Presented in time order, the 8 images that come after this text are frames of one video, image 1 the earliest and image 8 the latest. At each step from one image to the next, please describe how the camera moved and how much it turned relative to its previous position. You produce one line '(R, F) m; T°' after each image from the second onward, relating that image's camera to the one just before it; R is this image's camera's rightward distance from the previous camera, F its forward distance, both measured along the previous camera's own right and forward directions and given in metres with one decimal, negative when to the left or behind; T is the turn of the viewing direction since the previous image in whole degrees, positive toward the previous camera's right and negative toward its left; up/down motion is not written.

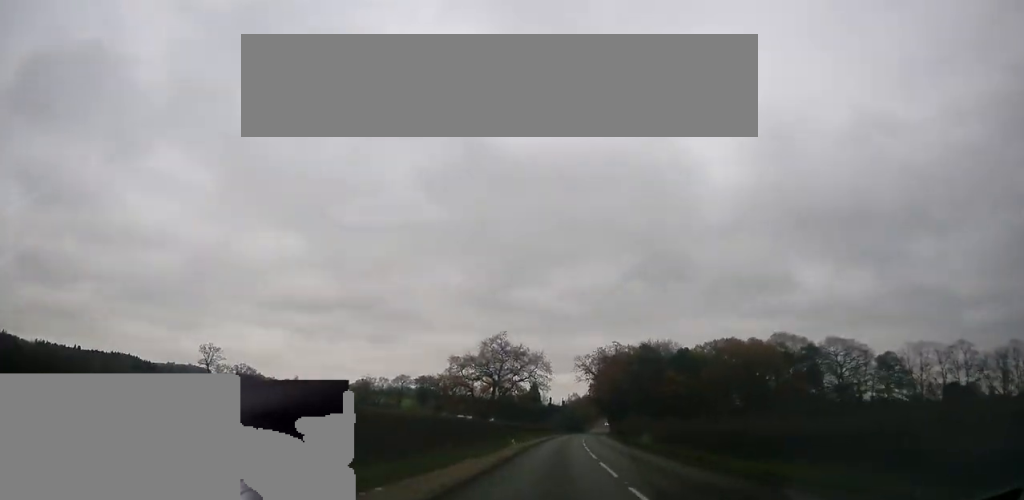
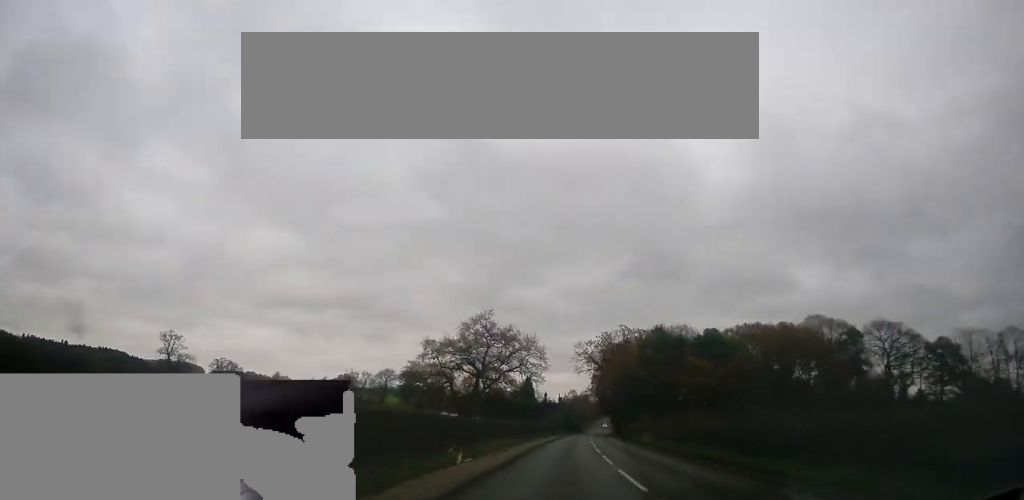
(+0.3, +20.2) m; +1°
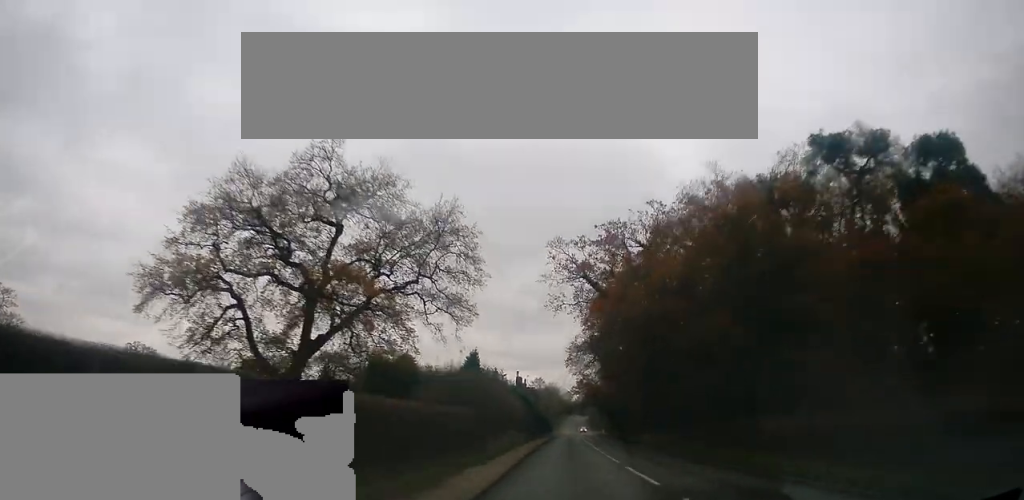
(+1.1, +58.7) m; +2°
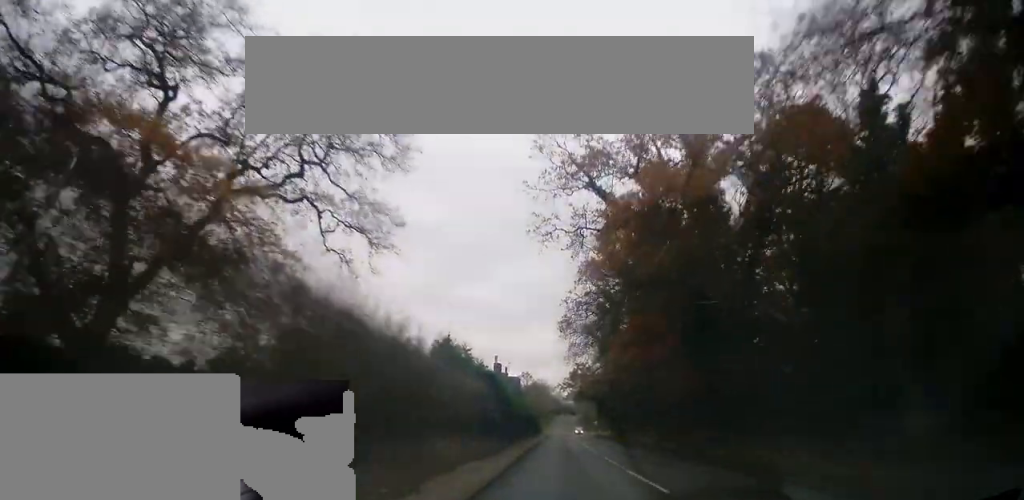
(+0.2, +19.6) m; +1°
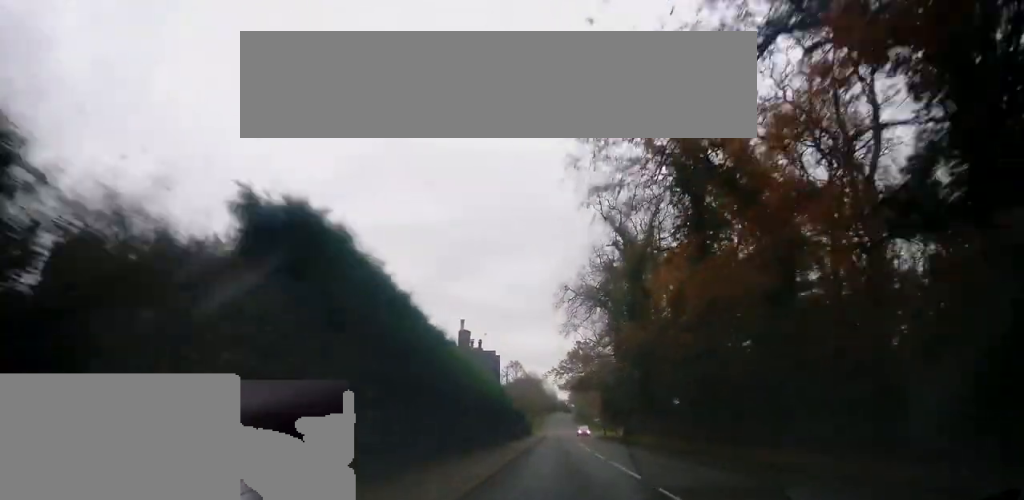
(+0.1, +22.4) m; +1°
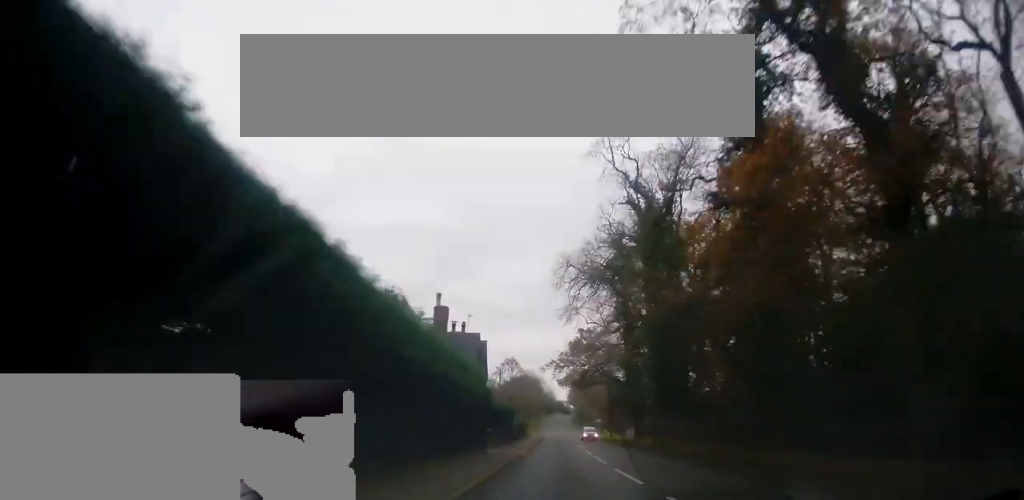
(-0.1, +10.1) m; +1°
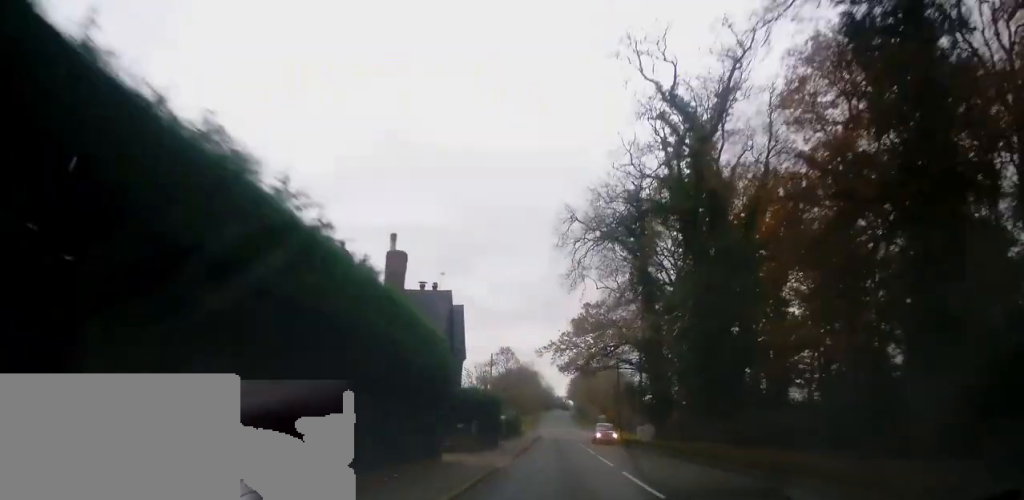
(+0.3, +11.0) m; +1°
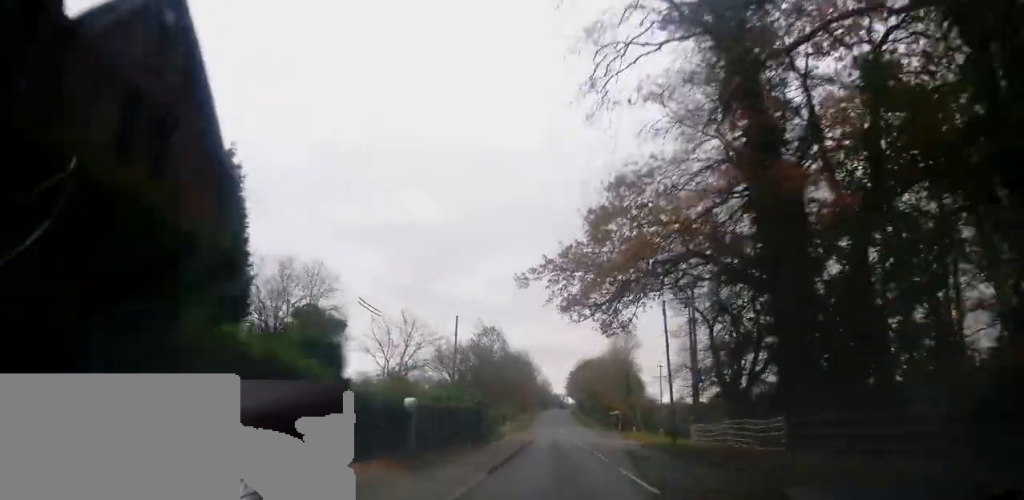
(+0.4, +25.9) m; +1°
